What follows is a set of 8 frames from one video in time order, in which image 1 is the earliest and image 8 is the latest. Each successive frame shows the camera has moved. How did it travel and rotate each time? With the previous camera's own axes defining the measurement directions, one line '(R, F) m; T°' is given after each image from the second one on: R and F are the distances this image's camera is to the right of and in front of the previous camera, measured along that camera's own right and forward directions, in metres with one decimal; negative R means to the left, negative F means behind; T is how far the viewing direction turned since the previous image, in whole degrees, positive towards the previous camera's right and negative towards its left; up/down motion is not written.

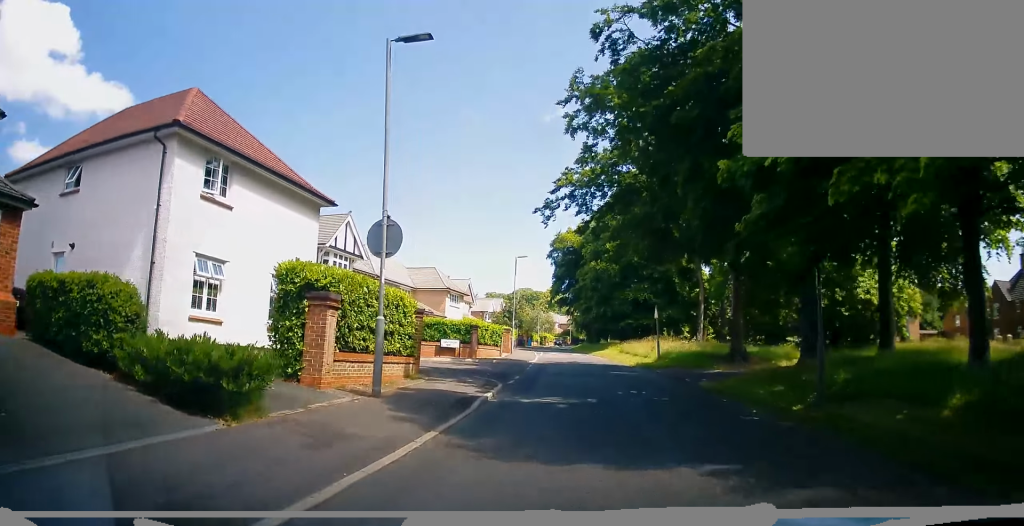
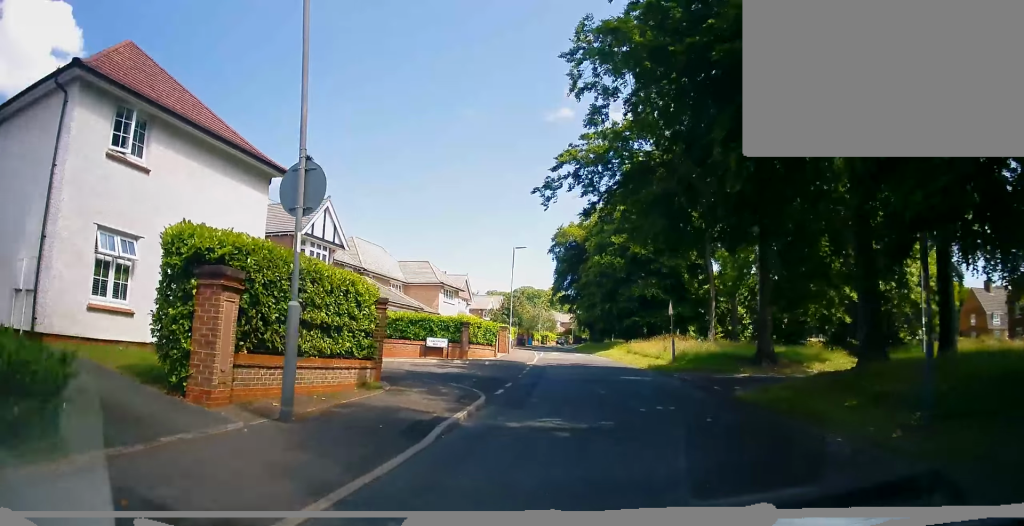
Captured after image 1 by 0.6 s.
(-0.2, +3.5) m; -2°
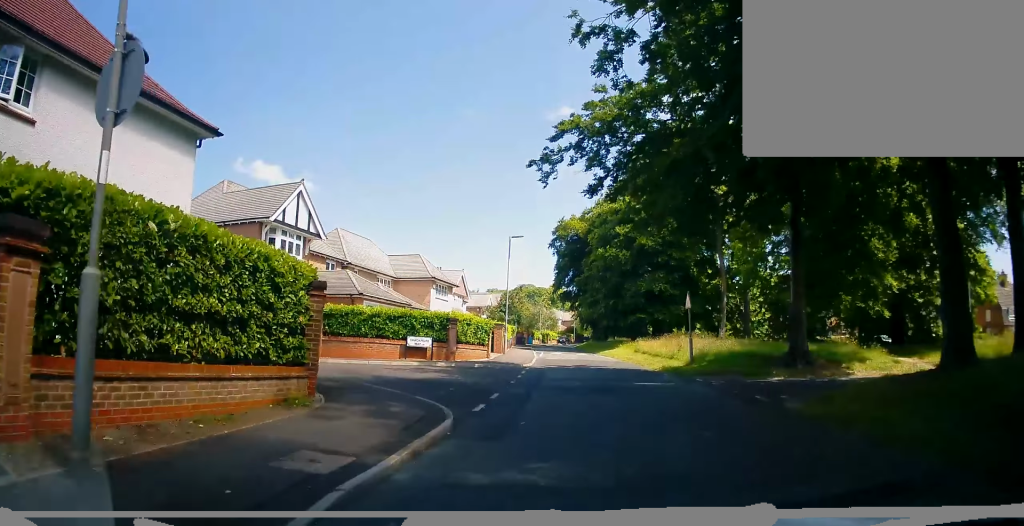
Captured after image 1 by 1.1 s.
(0.0, +3.5) m; -1°
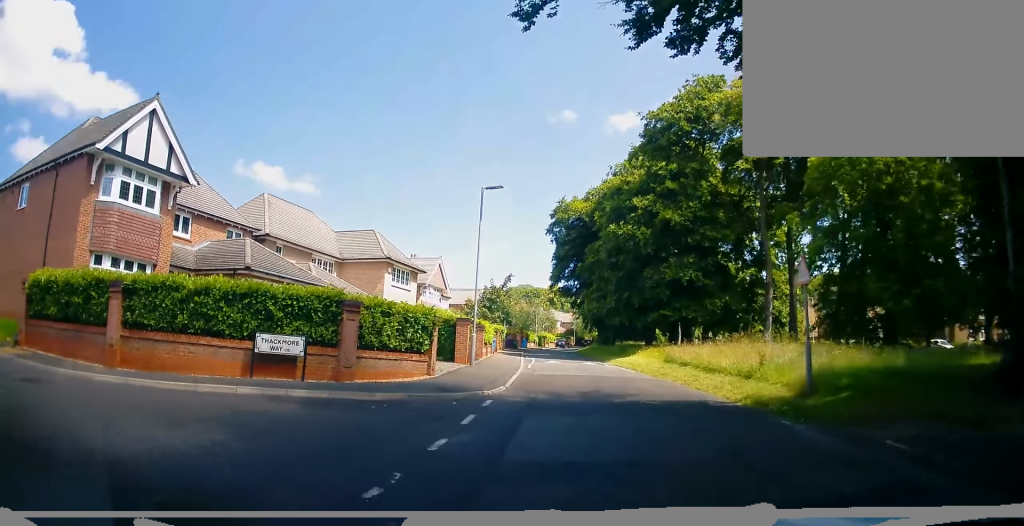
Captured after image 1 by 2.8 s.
(-0.2, +11.9) m; +1°
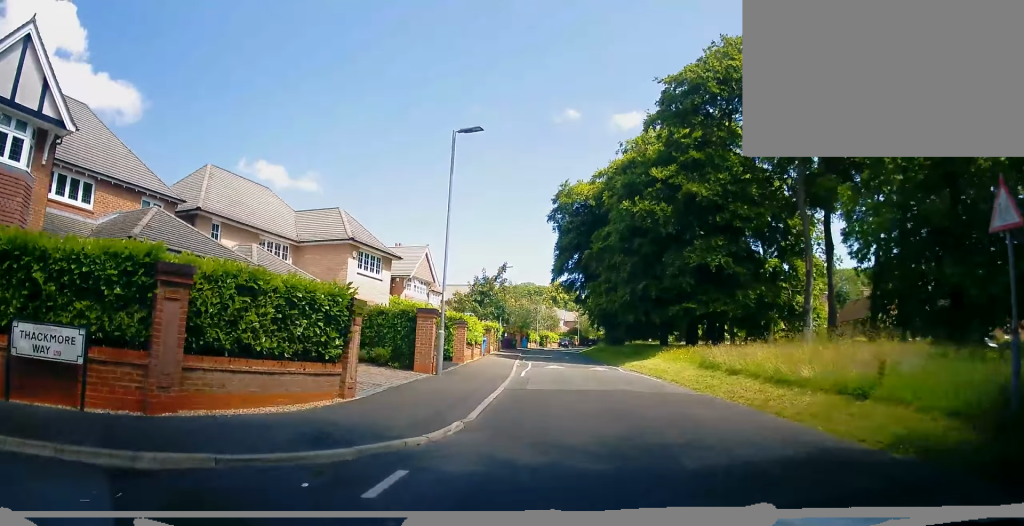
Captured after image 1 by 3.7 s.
(+0.3, +6.6) m; 0°
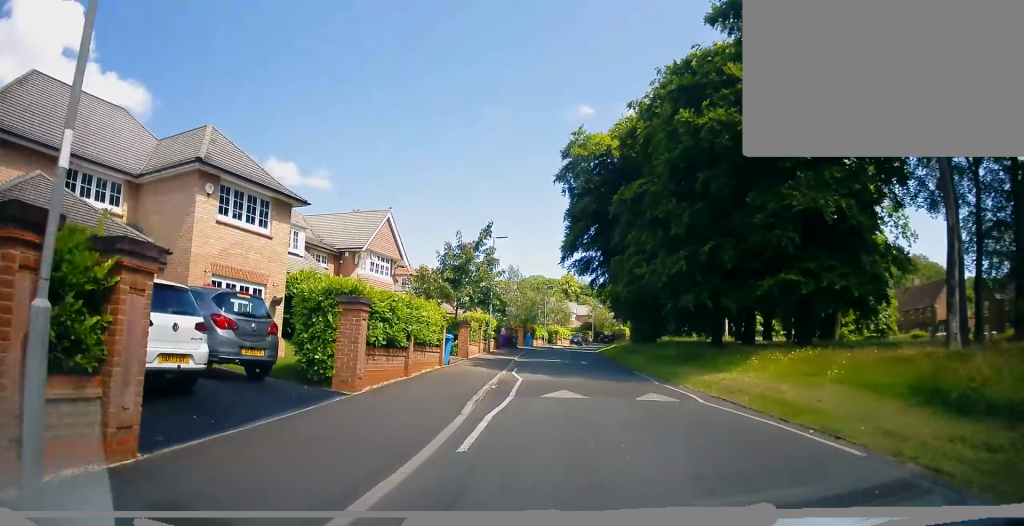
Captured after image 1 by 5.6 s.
(0.0, +13.8) m; -2°
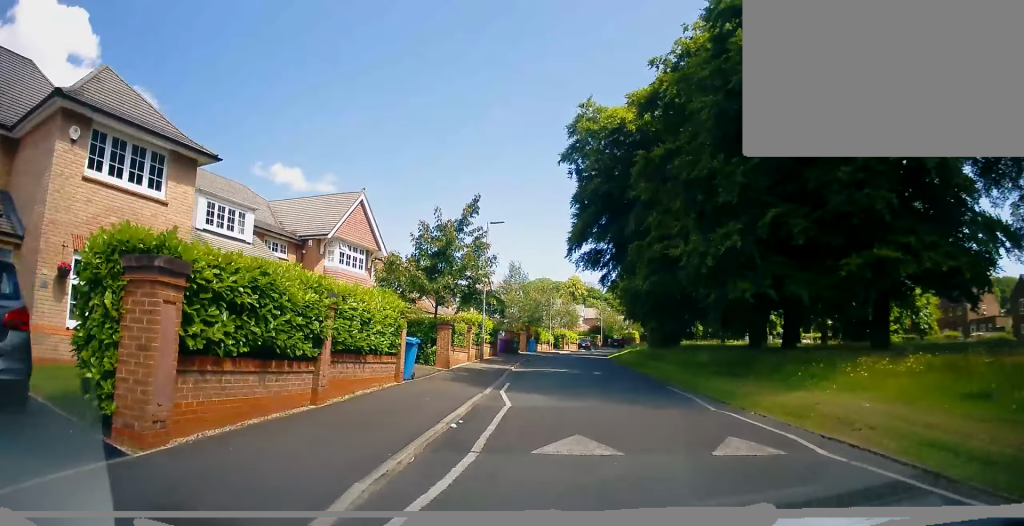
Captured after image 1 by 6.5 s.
(-0.4, +6.3) m; +1°
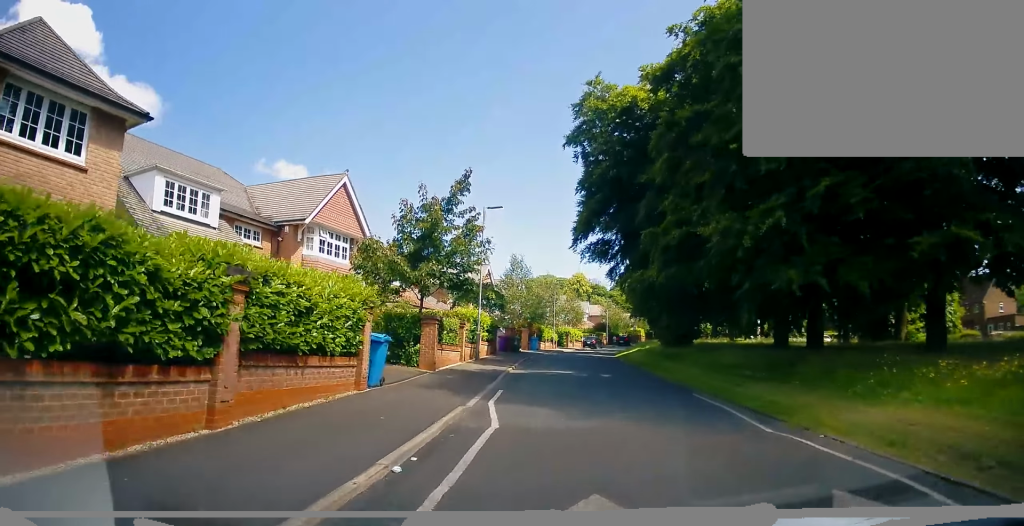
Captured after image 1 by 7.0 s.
(0.0, +3.3) m; +1°
